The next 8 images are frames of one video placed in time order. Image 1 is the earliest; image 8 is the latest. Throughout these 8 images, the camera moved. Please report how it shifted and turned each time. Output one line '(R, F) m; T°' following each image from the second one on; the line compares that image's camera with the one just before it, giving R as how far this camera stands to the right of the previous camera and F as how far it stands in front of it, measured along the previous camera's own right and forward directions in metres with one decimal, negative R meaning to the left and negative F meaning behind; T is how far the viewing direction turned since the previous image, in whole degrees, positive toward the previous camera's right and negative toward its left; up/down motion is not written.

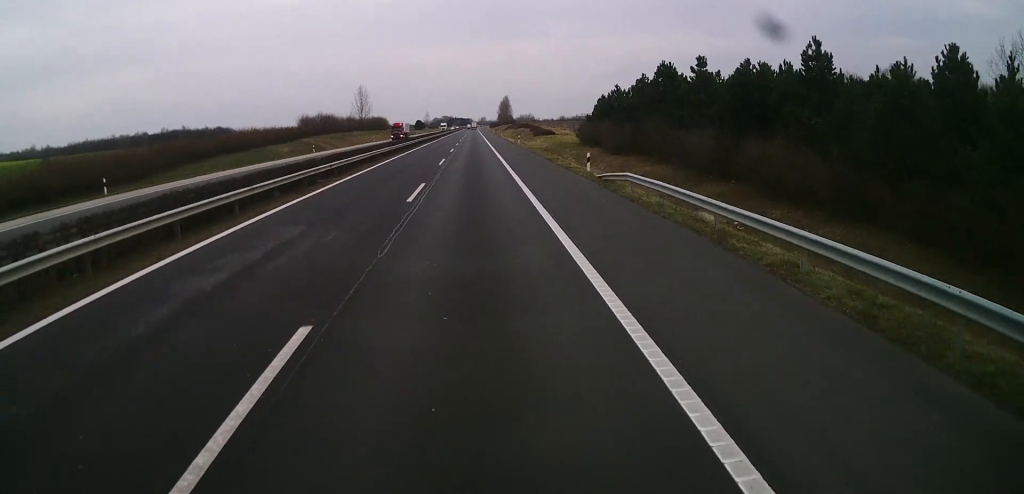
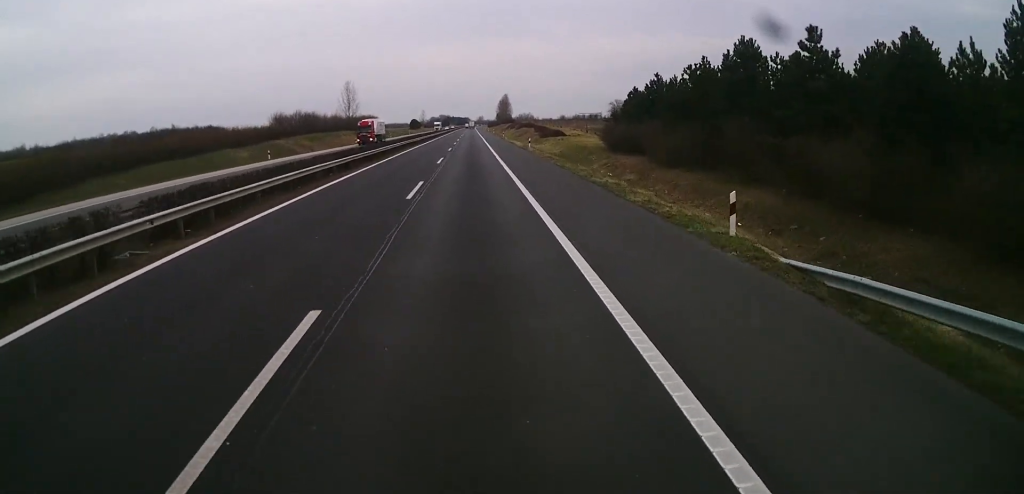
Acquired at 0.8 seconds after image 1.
(0.0, +17.6) m; 0°
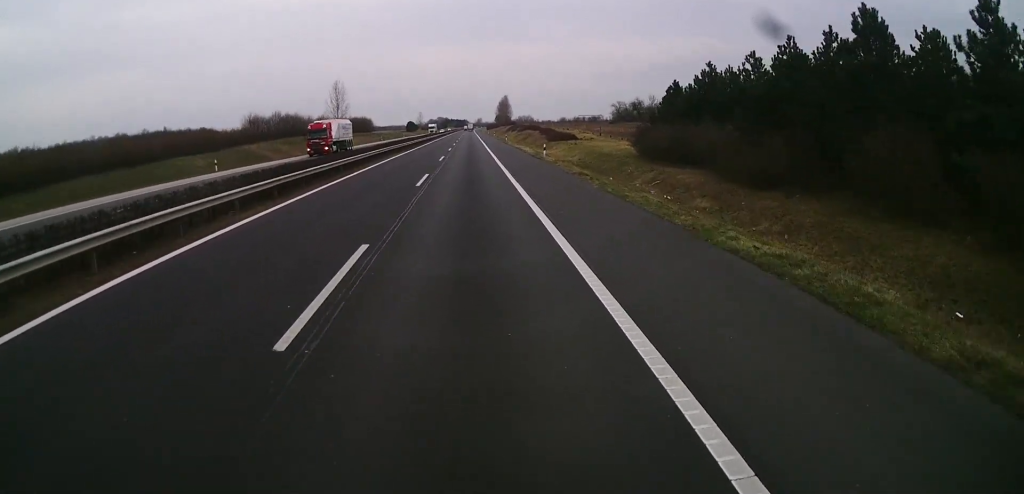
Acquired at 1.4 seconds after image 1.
(0.0, +13.8) m; 0°
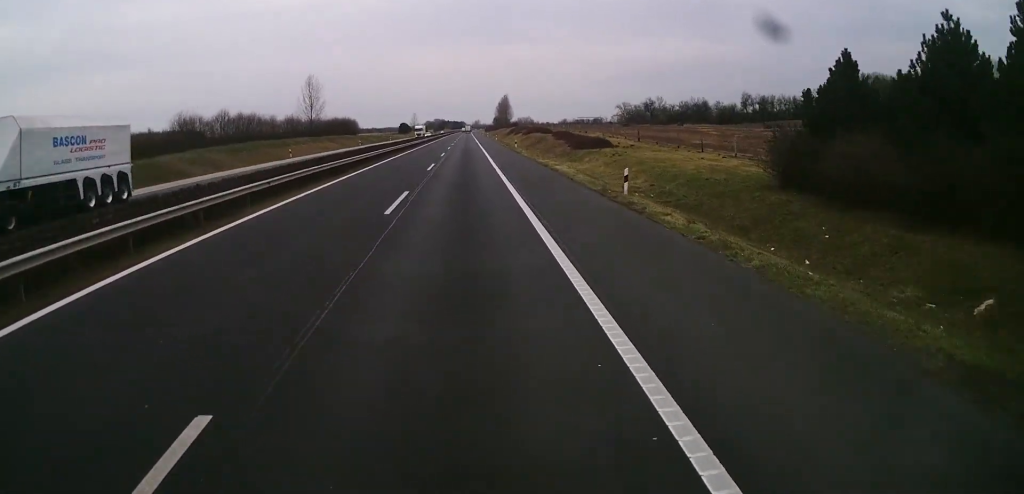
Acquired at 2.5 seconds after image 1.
(0.0, +26.0) m; 0°
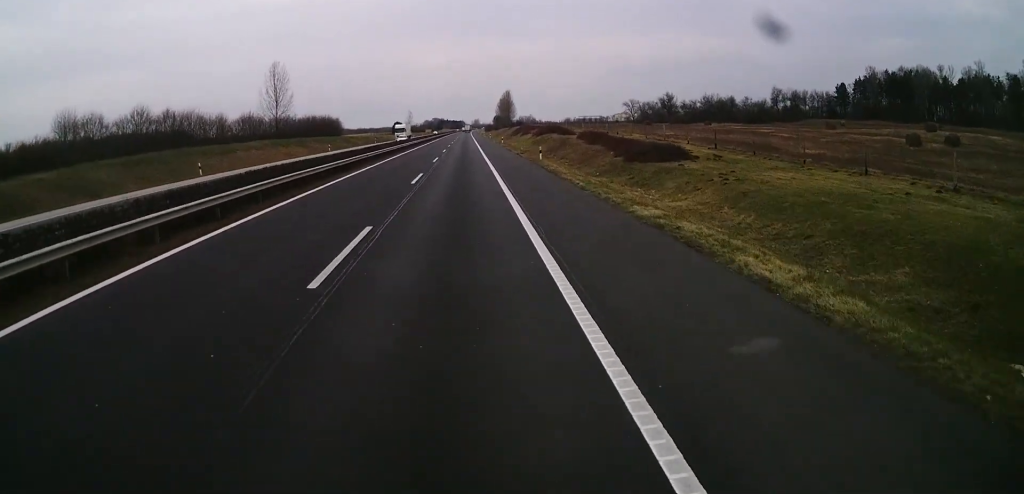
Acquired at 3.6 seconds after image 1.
(0.0, +26.1) m; +1°
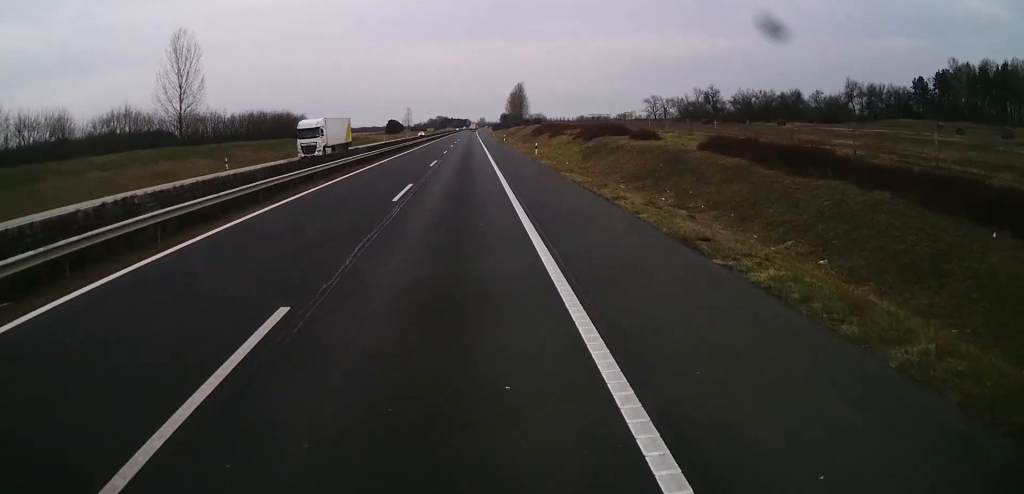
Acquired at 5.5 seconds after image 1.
(+0.2, +43.9) m; 0°
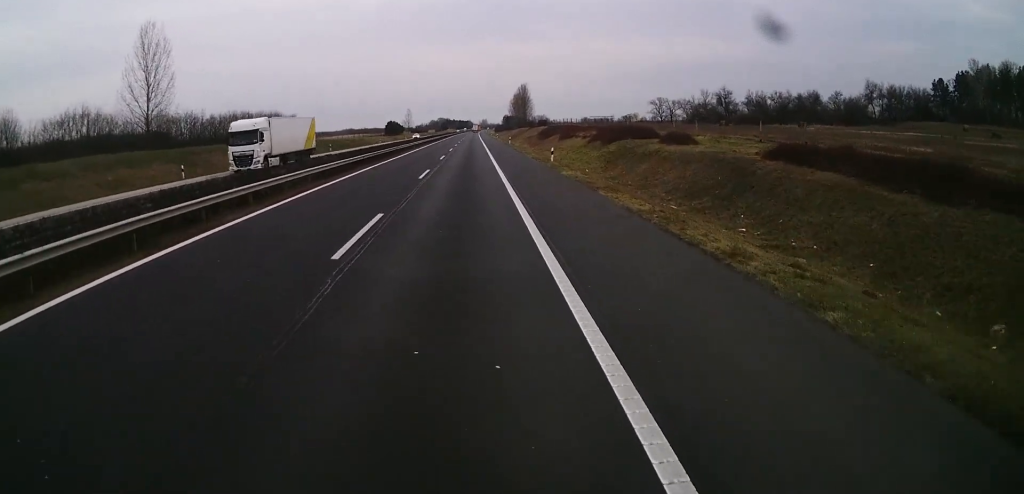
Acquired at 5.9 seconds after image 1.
(0.0, +9.2) m; 0°
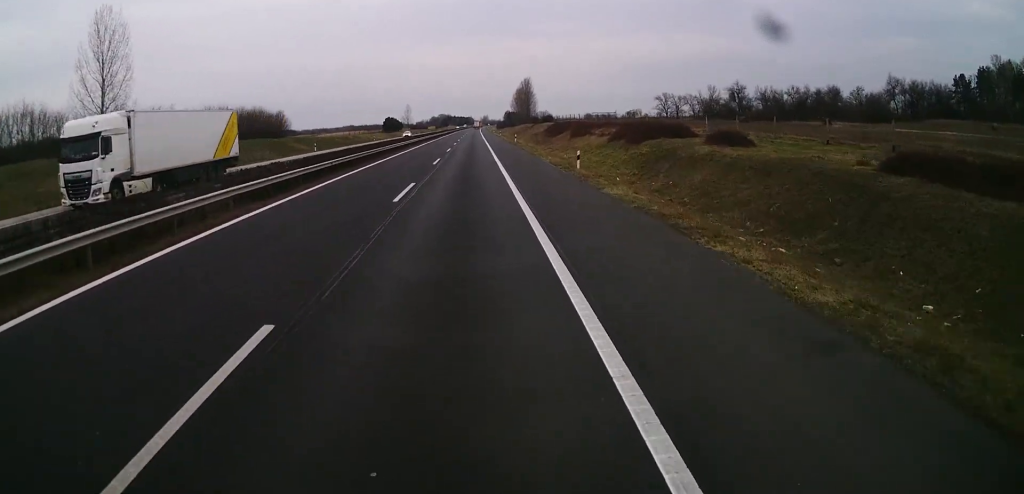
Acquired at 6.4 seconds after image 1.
(0.0, +10.0) m; 0°
